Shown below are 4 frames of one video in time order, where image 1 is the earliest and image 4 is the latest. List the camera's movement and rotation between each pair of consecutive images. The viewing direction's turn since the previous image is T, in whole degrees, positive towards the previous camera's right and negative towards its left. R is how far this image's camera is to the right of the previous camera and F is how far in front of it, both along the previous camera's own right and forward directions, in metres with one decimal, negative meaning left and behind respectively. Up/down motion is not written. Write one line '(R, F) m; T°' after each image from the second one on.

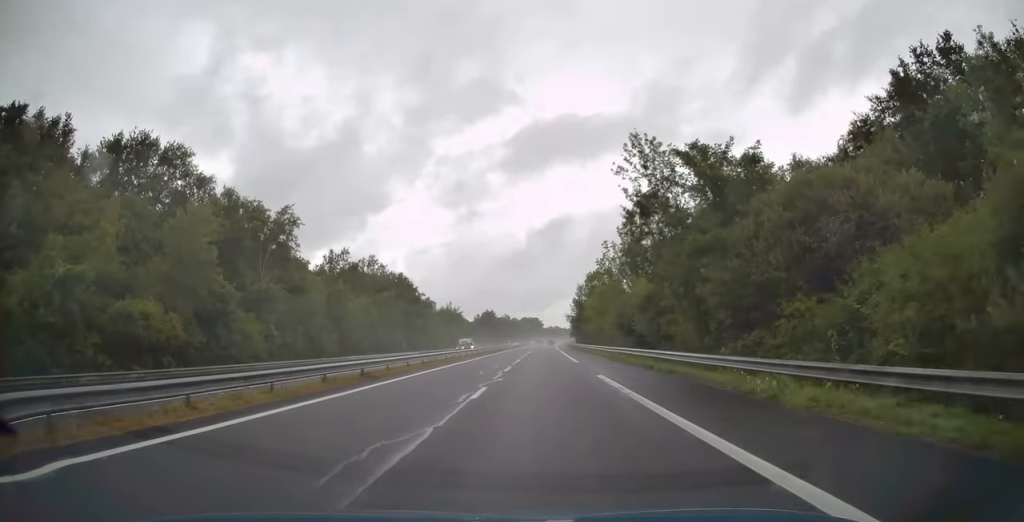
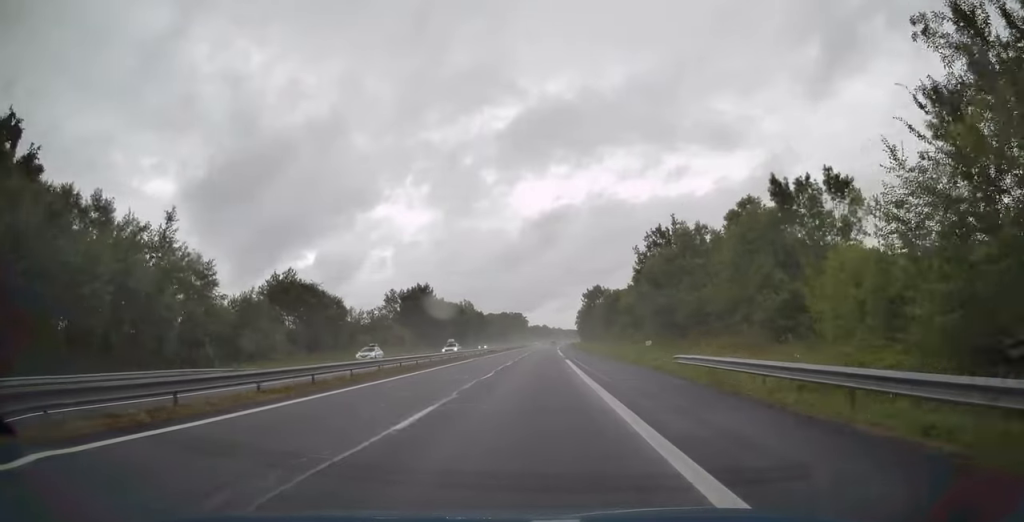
(+1.7, +135.1) m; +1°
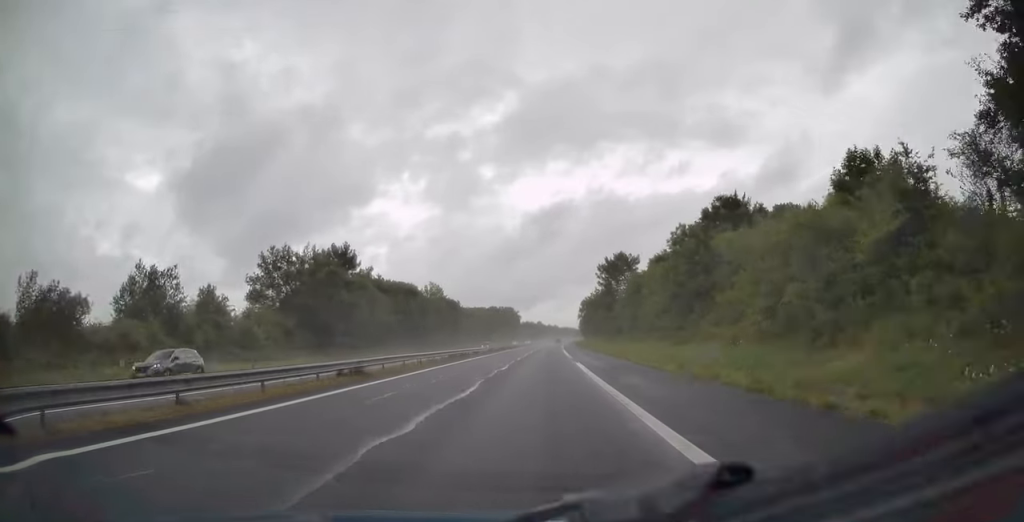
(+0.2, +60.2) m; +1°
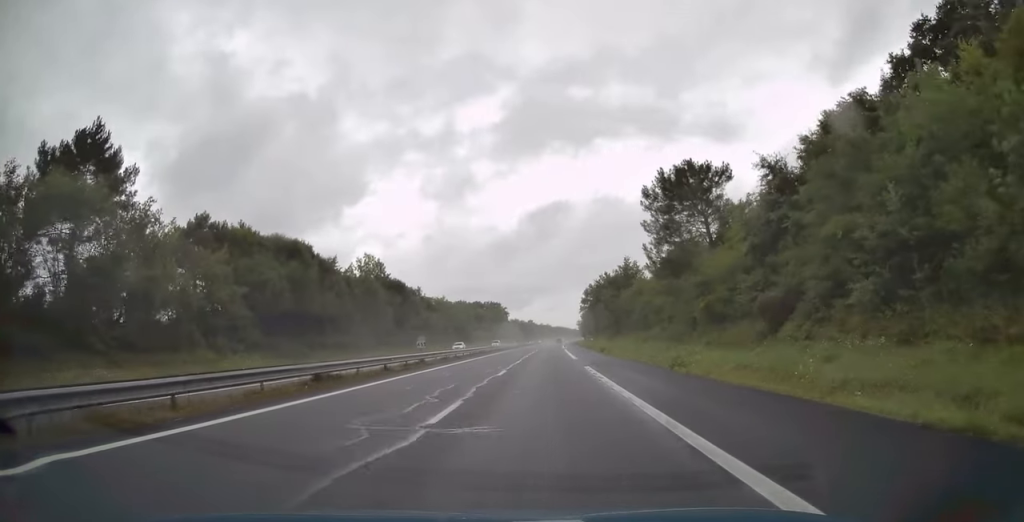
(+0.3, +56.4) m; +1°
